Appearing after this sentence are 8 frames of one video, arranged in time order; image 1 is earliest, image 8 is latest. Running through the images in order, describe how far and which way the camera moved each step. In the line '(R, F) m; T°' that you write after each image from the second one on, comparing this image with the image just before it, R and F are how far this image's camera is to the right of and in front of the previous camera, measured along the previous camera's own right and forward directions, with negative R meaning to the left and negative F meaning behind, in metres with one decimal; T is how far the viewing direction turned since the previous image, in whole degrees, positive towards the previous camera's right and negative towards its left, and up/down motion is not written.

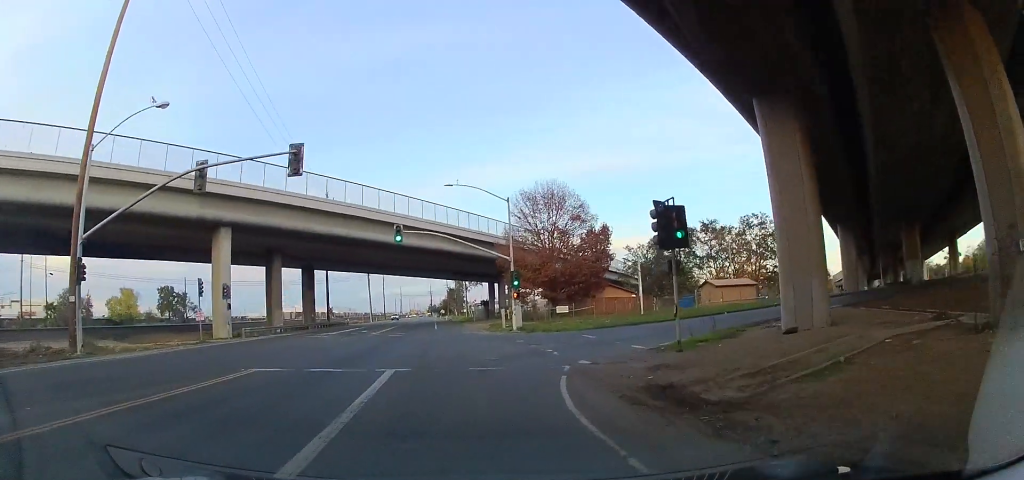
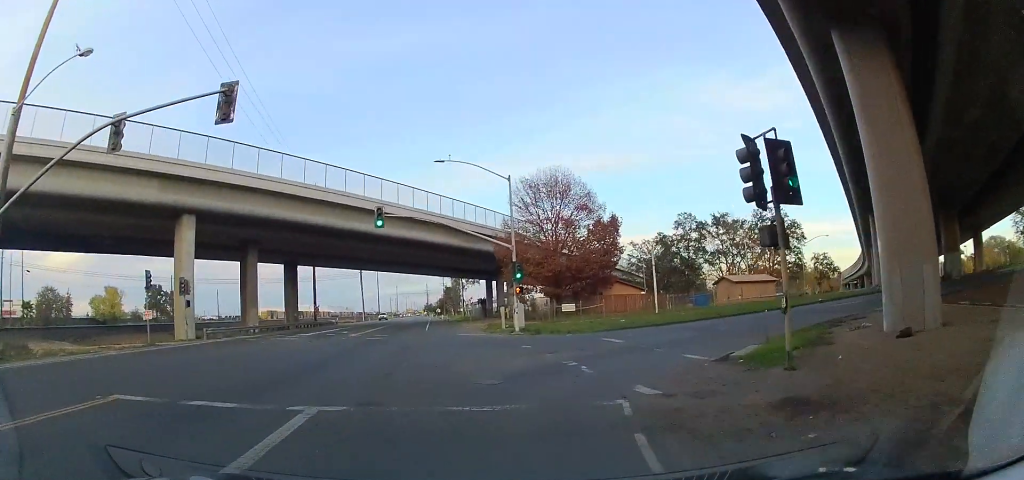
(-0.3, +6.3) m; -5°
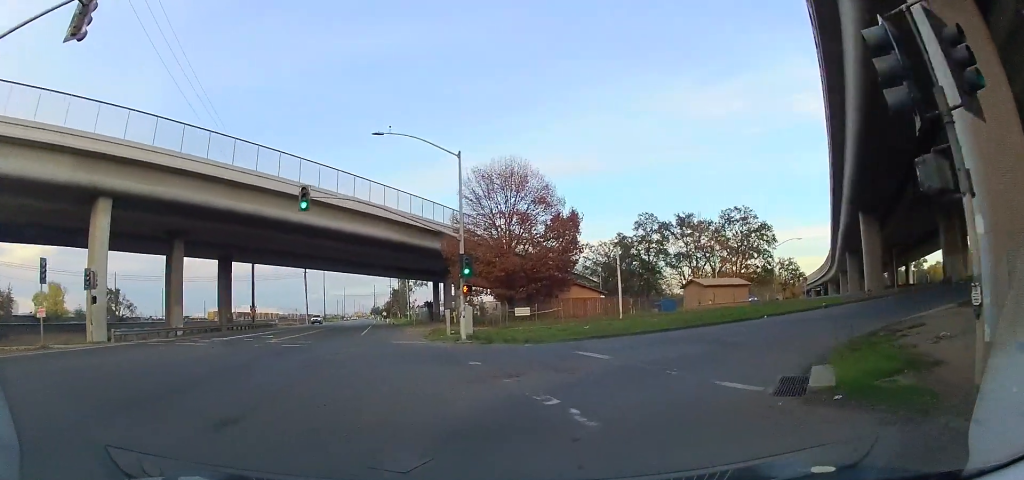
(-0.3, +6.0) m; +4°
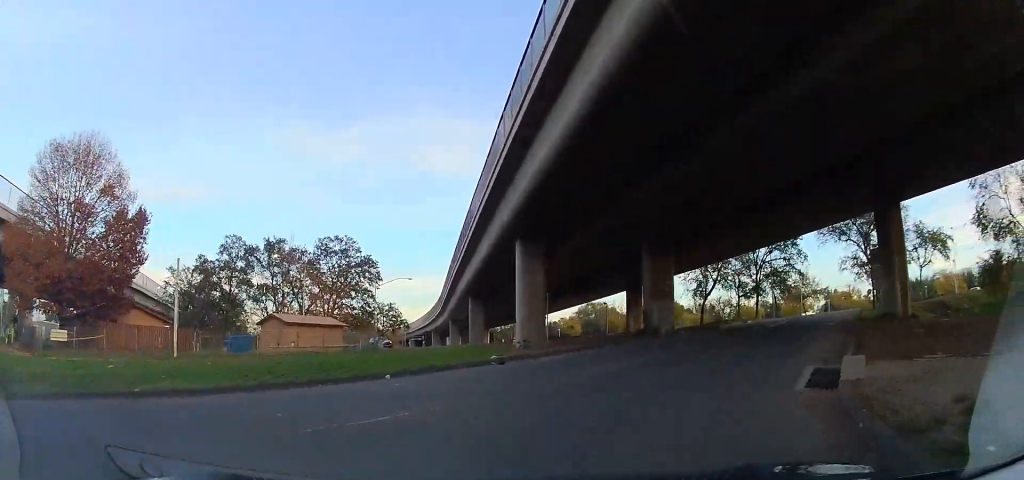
(+3.6, +12.1) m; +42°
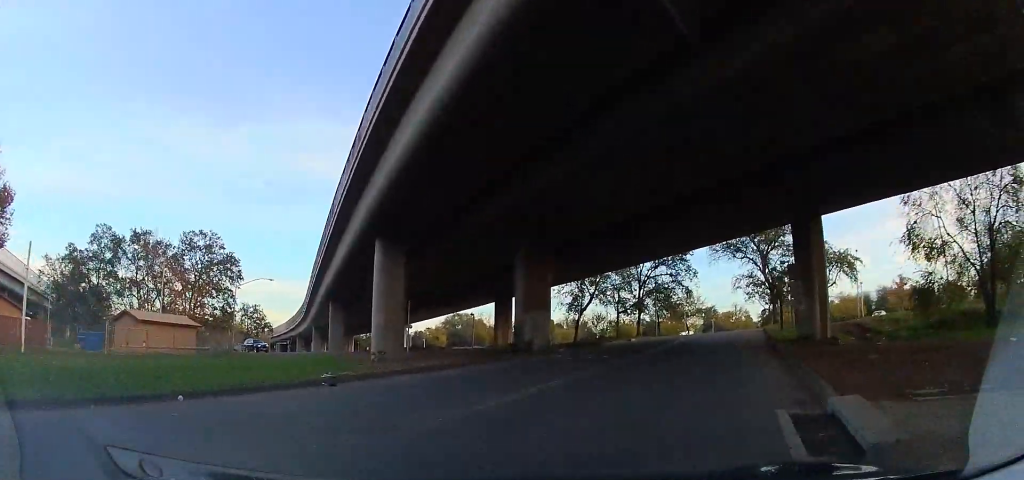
(+0.6, +3.3) m; +6°
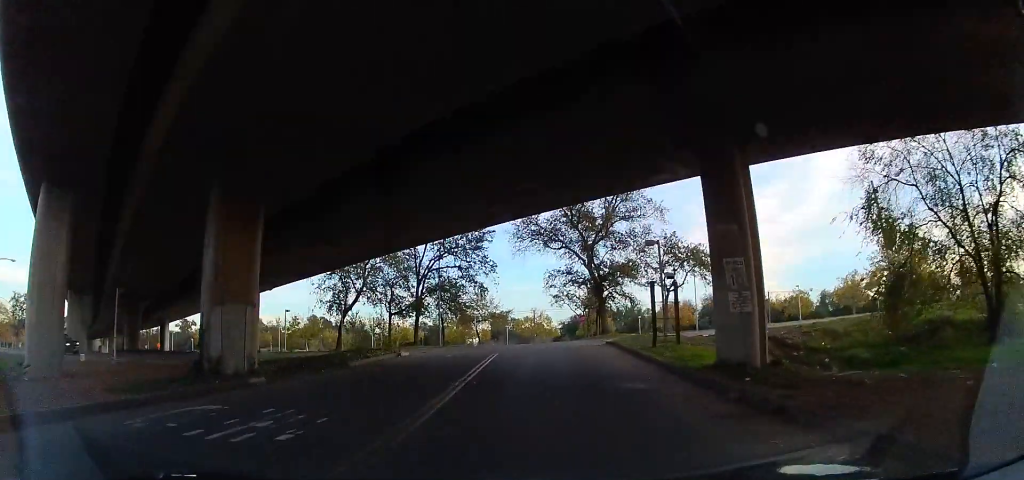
(+1.3, +10.5) m; +17°
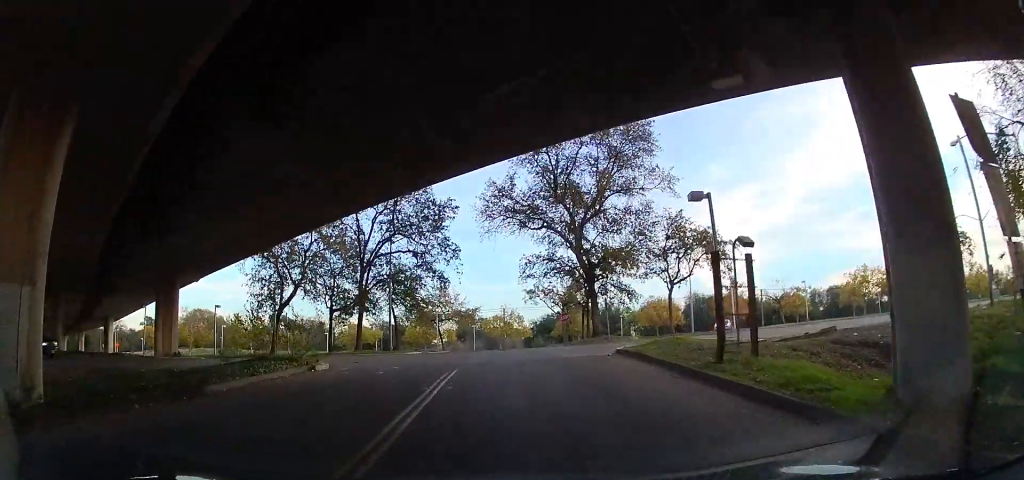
(+1.0, +7.1) m; +16°
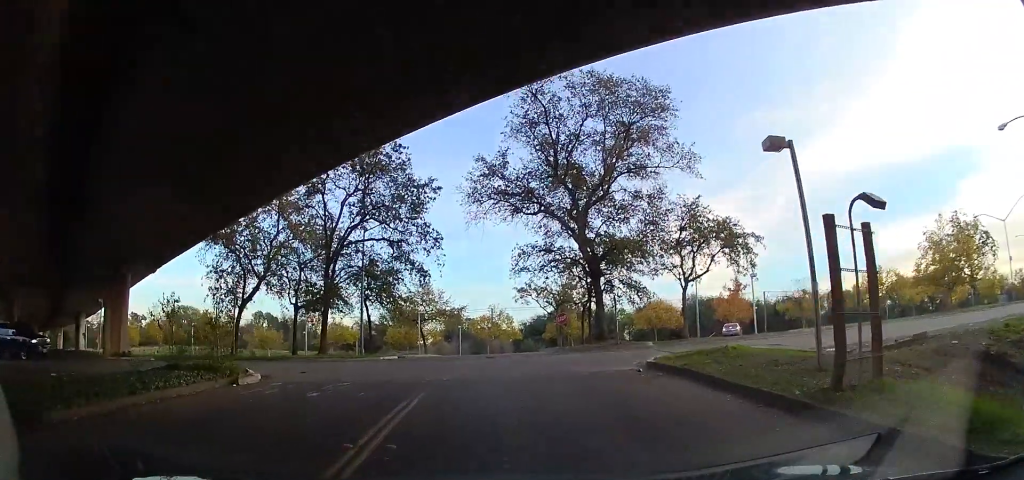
(+0.3, +4.6) m; +7°
